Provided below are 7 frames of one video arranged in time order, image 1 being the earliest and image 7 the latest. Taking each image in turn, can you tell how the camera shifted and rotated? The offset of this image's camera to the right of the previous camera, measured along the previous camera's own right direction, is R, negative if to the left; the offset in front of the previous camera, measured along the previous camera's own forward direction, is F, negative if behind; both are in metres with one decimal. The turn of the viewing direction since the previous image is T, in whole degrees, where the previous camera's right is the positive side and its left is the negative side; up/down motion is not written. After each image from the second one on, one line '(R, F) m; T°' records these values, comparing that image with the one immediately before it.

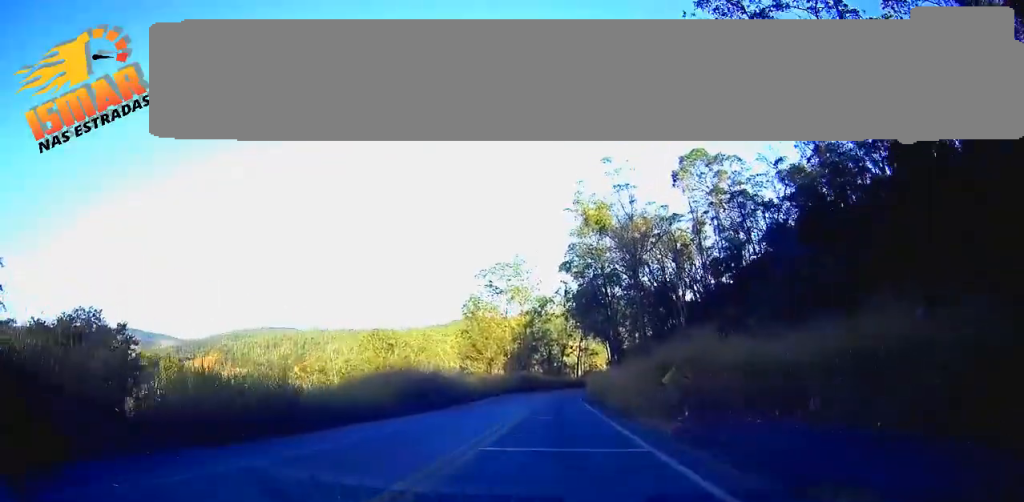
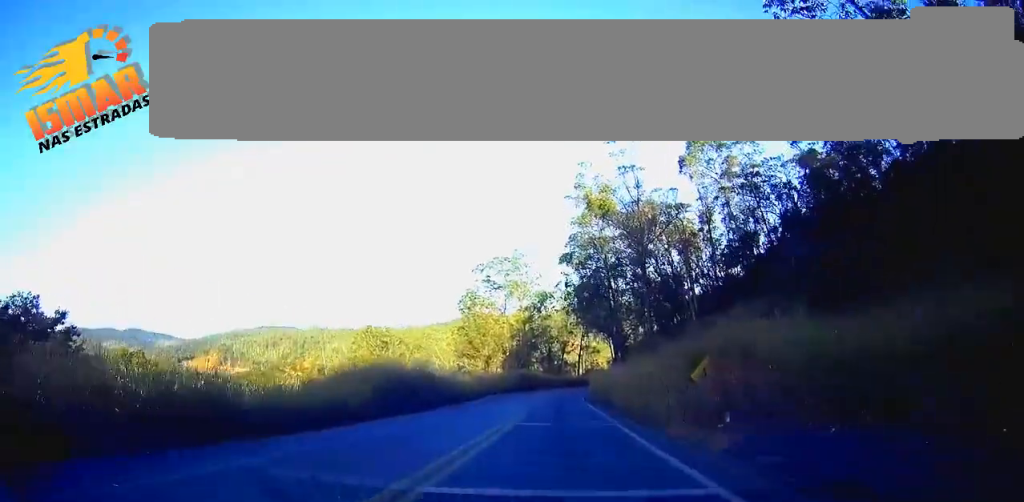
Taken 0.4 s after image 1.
(0.0, +5.7) m; 0°
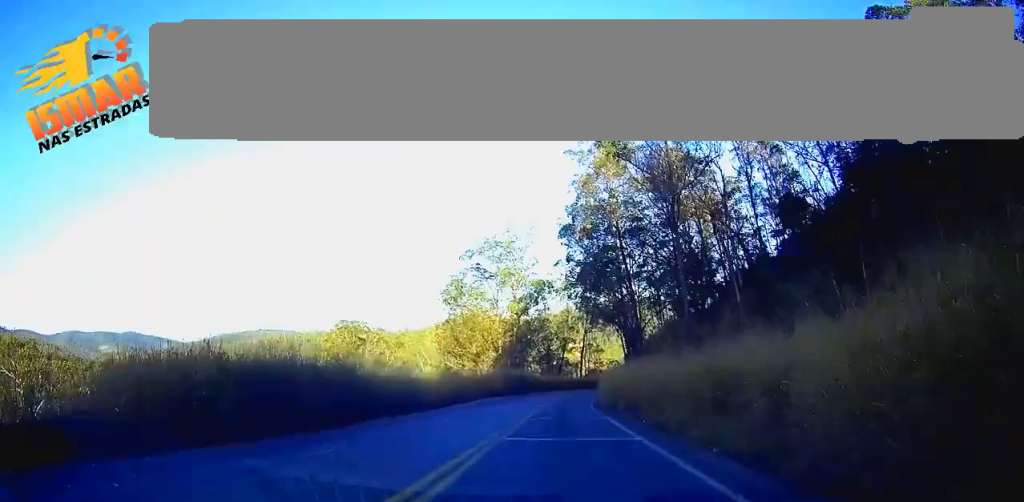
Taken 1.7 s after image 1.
(-0.1, +18.7) m; 0°
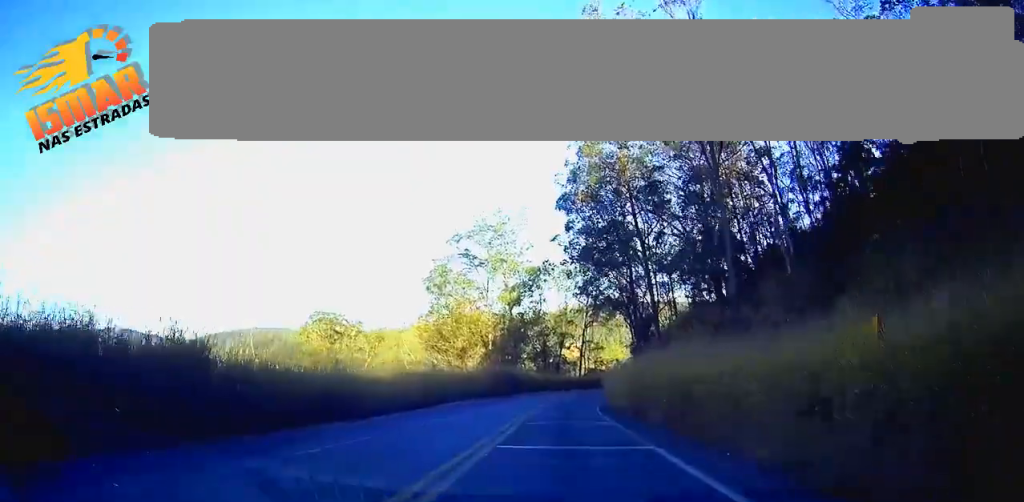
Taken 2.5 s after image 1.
(0.0, +13.4) m; 0°
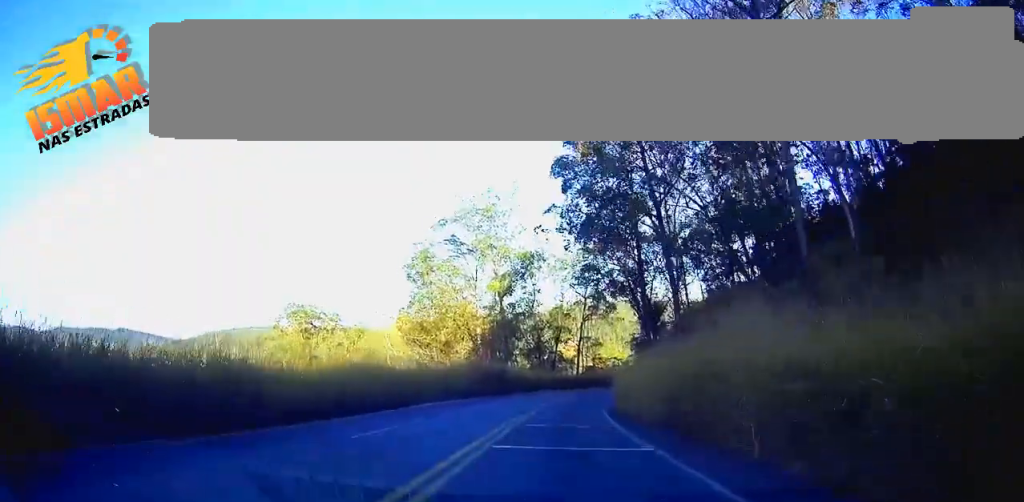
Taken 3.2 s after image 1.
(0.0, +10.6) m; 0°
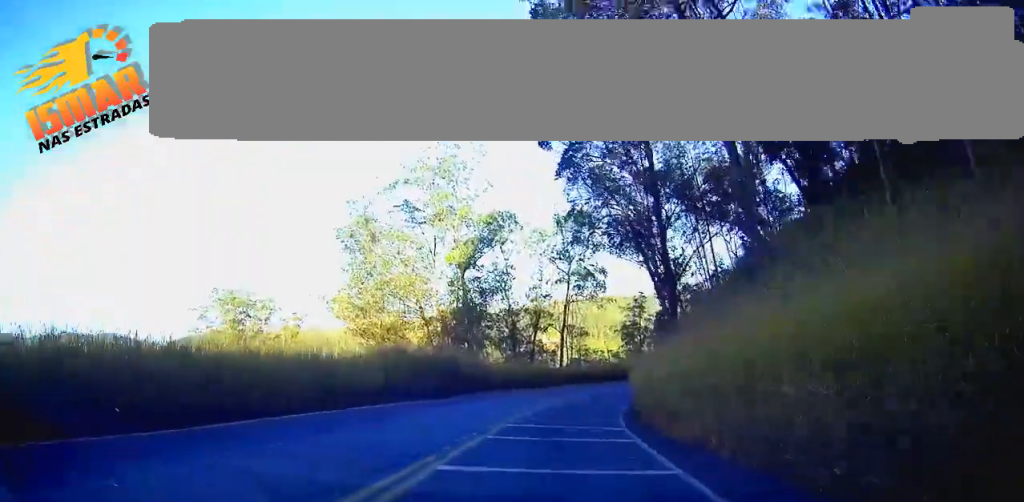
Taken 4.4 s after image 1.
(+0.2, +20.5) m; +1°
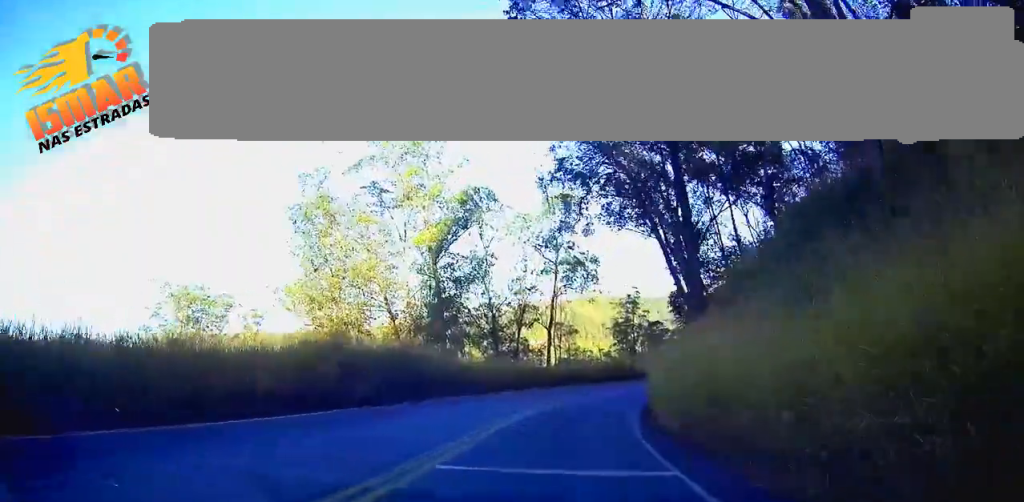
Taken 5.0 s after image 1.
(0.0, +10.3) m; +1°
